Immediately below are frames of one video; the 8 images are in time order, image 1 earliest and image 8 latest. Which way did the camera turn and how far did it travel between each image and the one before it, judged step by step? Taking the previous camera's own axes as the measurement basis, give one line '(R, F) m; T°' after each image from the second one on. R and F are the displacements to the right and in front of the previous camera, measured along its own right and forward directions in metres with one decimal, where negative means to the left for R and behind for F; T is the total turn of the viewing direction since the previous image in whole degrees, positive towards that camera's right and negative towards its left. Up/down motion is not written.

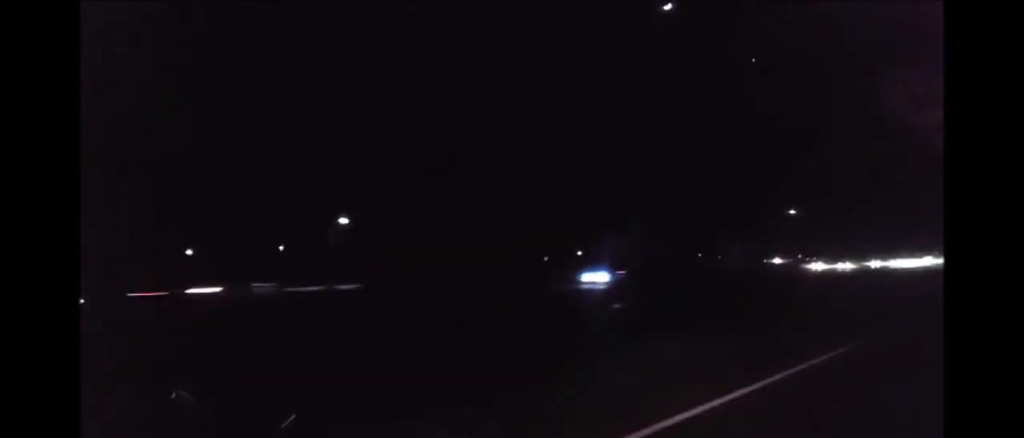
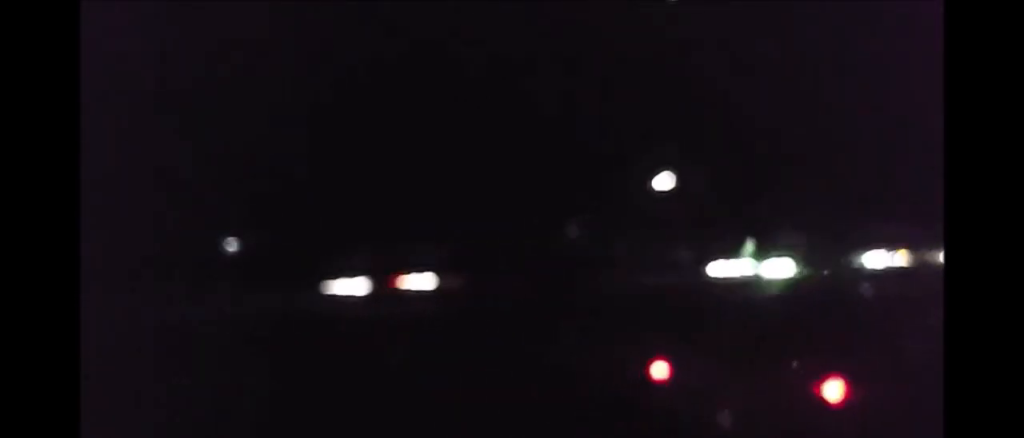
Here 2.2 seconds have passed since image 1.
(-0.6, +59.5) m; 0°
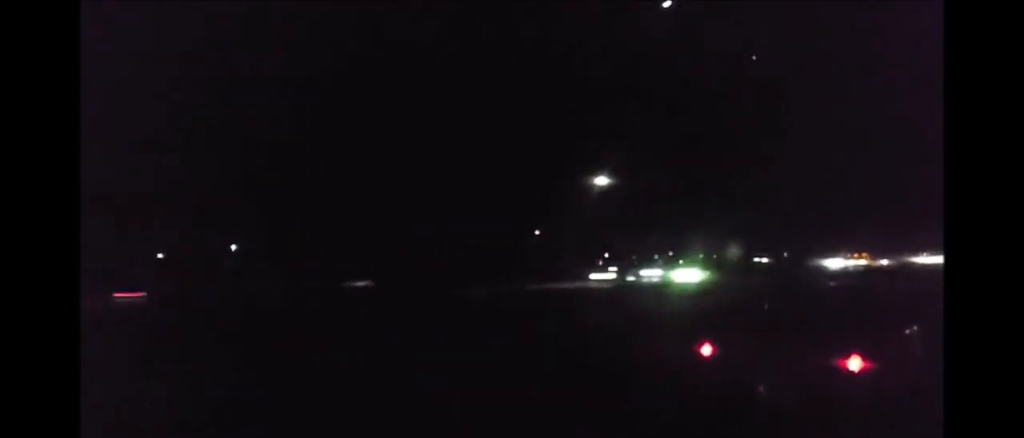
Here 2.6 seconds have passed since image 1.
(+0.1, +12.9) m; 0°
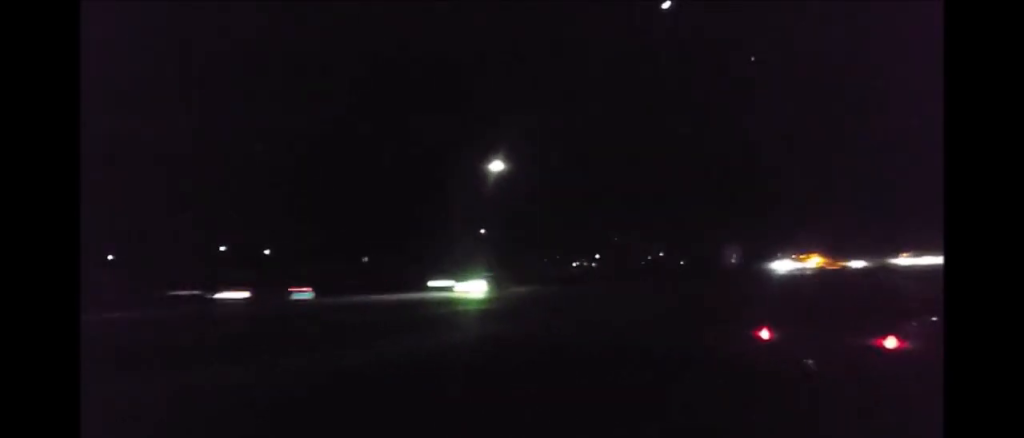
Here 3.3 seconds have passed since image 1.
(+0.2, +18.4) m; +1°
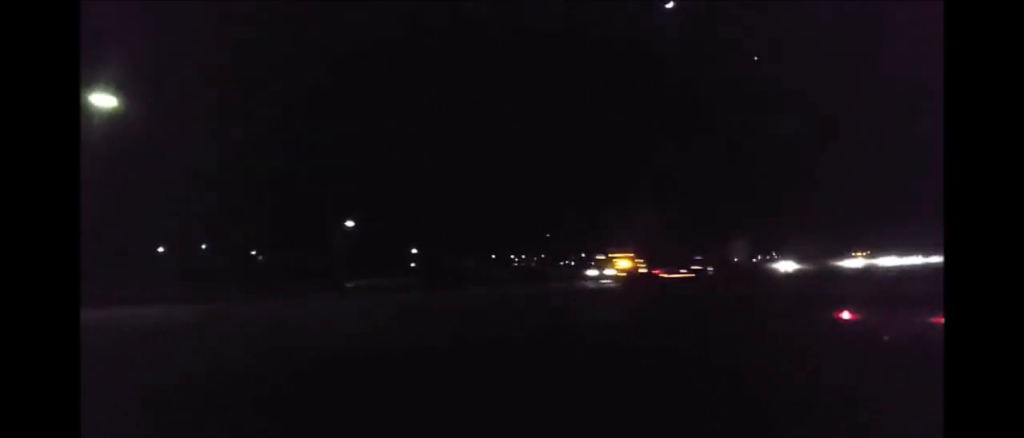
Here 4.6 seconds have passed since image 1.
(0.0, +35.3) m; 0°
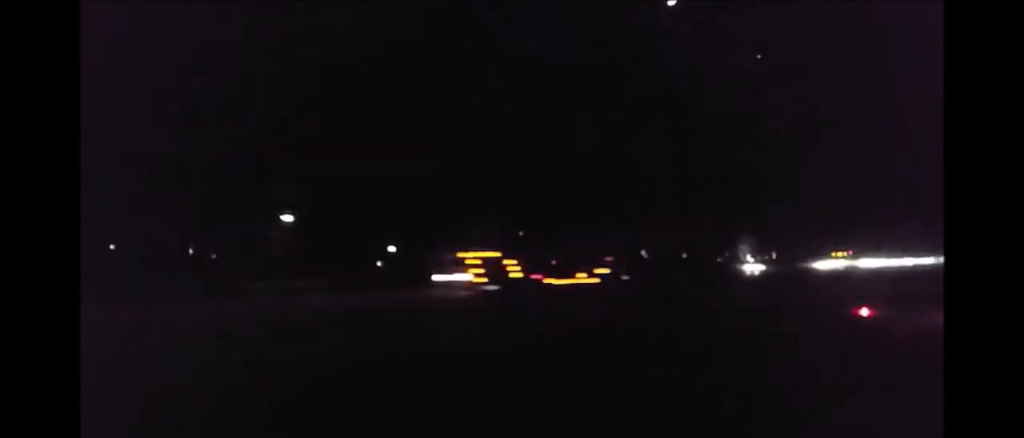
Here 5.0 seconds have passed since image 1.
(0.0, +11.3) m; 0°
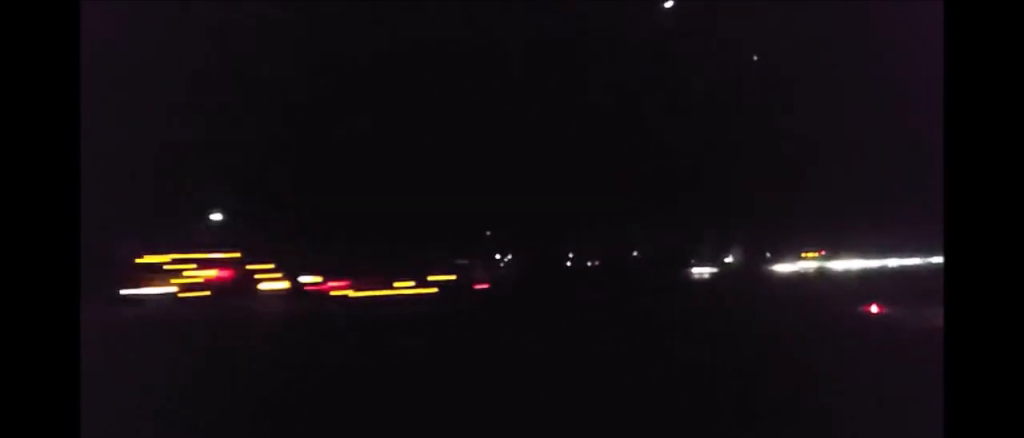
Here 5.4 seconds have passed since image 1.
(0.0, +12.2) m; 0°
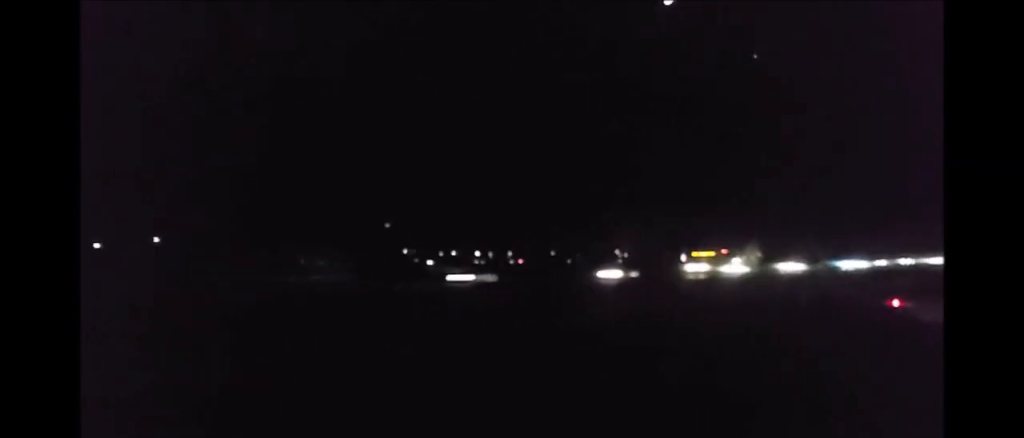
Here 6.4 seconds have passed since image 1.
(0.0, +28.4) m; 0°
